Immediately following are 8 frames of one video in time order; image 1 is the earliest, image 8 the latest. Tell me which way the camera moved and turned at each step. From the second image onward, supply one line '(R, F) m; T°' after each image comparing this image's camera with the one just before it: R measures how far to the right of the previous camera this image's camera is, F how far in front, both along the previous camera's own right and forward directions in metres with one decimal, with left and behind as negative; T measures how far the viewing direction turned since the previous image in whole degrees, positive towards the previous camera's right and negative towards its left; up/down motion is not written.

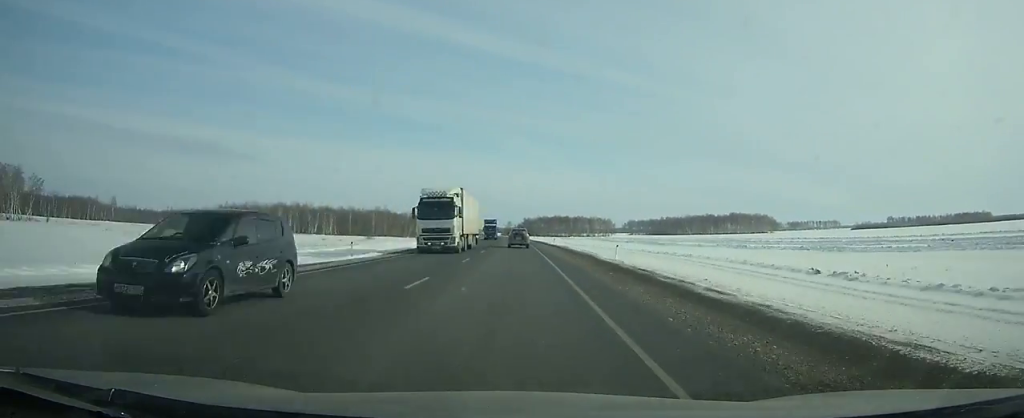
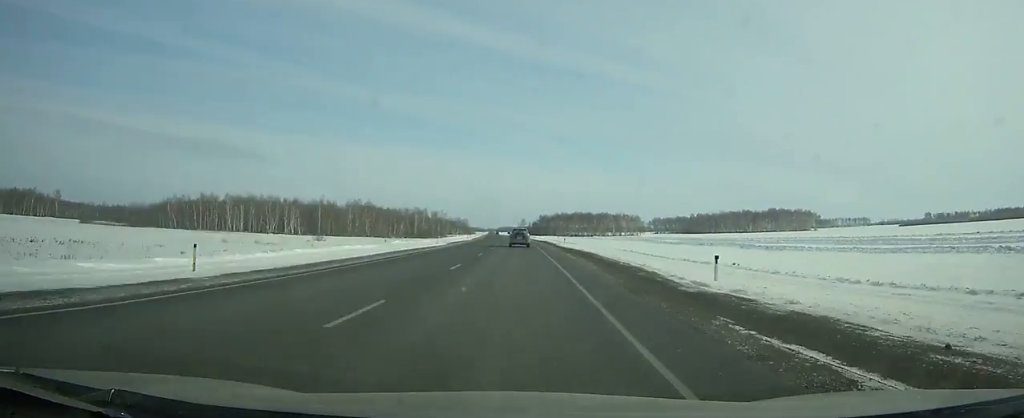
(-0.5, +65.4) m; -2°
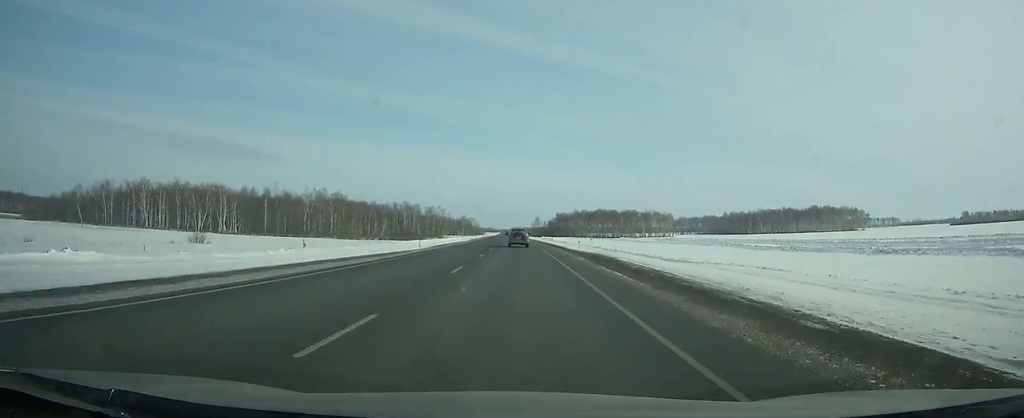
(-1.2, +60.4) m; -1°
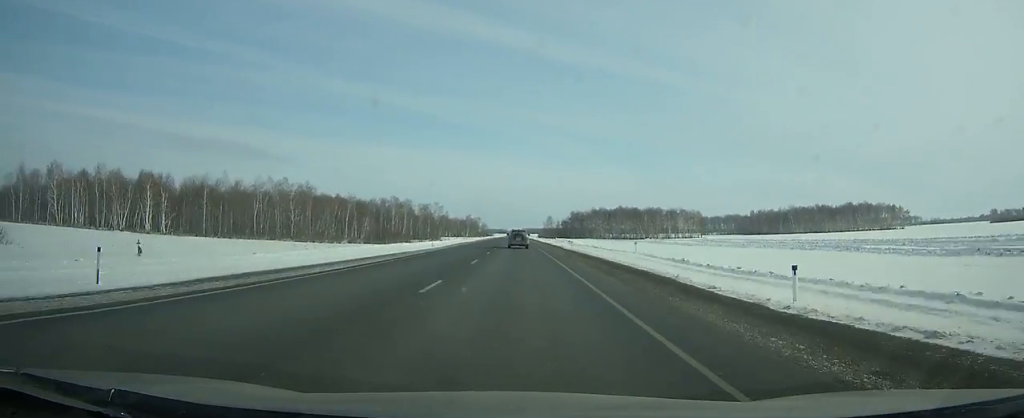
(-0.4, +41.0) m; -1°
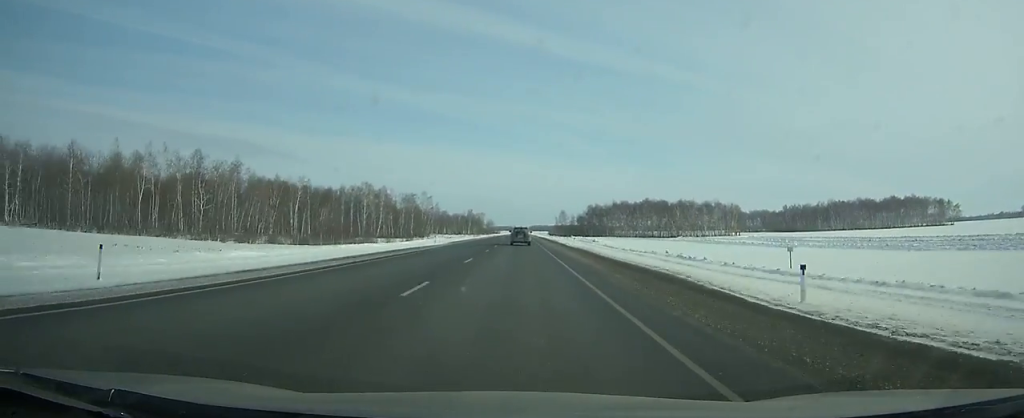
(-0.5, +49.3) m; 0°
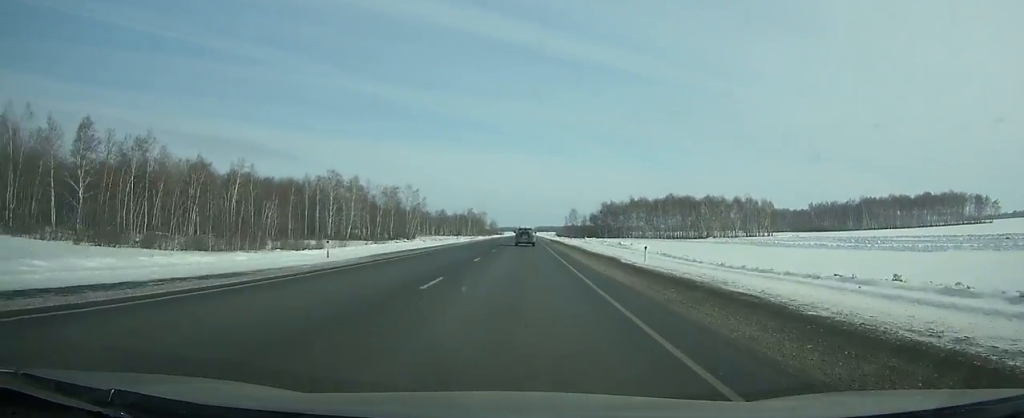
(-0.1, +35.4) m; 0°
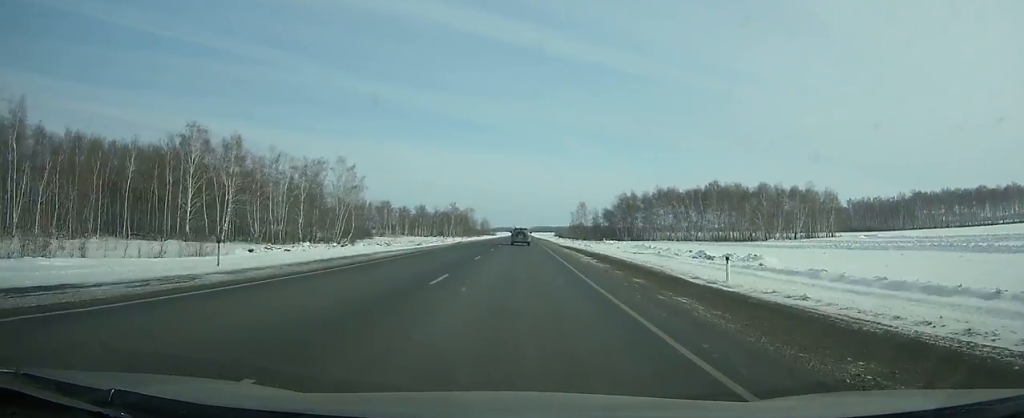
(0.0, +59.8) m; 0°
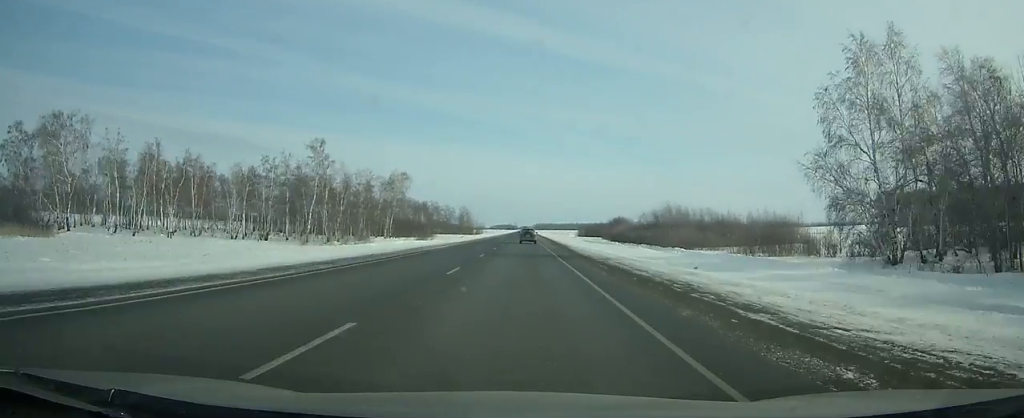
(+0.1, +179.5) m; 0°
